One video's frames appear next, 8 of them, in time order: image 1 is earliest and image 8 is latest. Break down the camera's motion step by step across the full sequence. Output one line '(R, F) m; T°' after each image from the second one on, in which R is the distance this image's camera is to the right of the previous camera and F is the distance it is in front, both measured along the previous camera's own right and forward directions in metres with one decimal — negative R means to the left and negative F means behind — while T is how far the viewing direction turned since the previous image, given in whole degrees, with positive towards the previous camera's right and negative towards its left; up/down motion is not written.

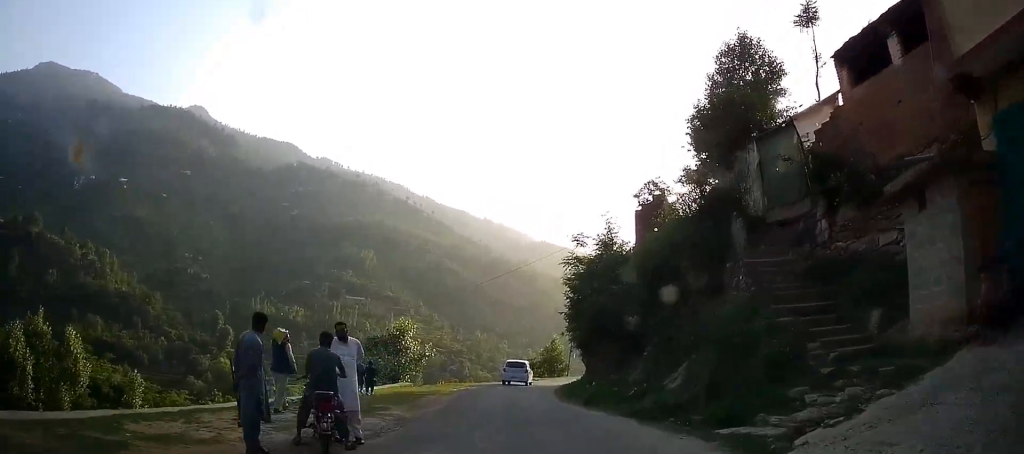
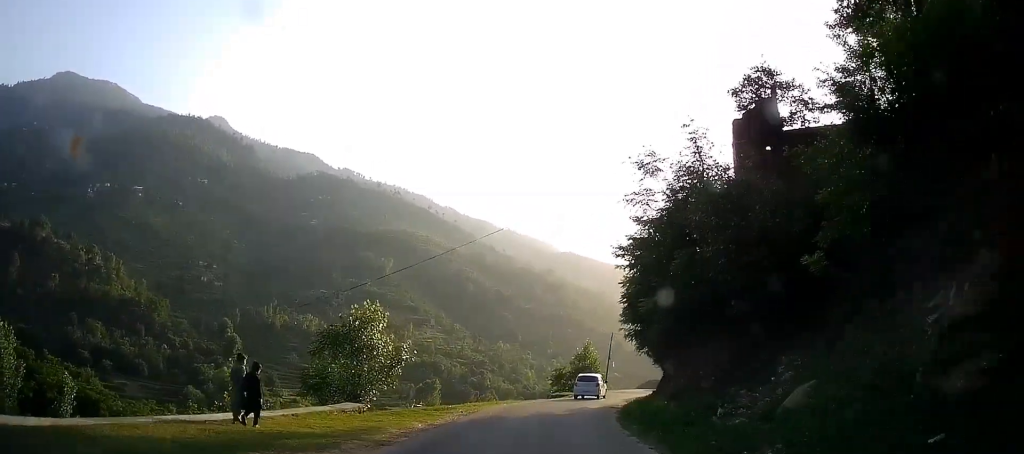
(-0.1, +17.1) m; -3°
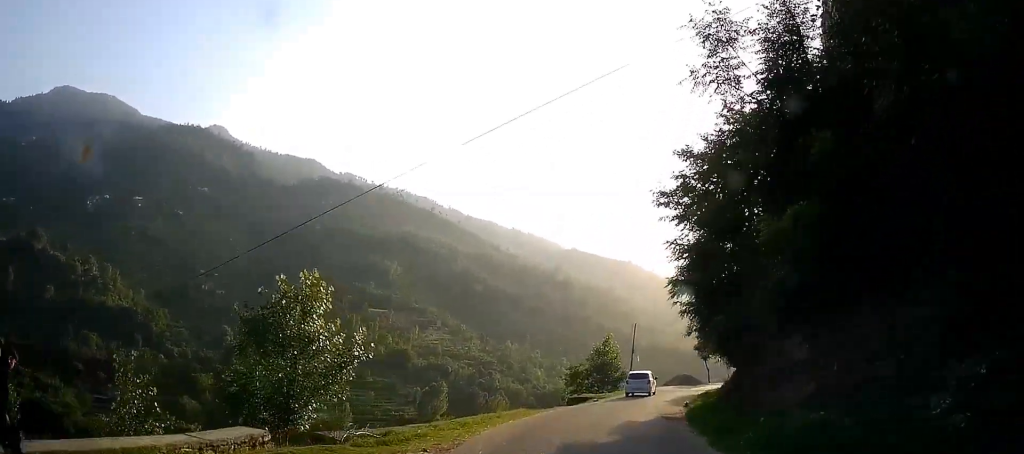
(-0.2, +9.4) m; -1°
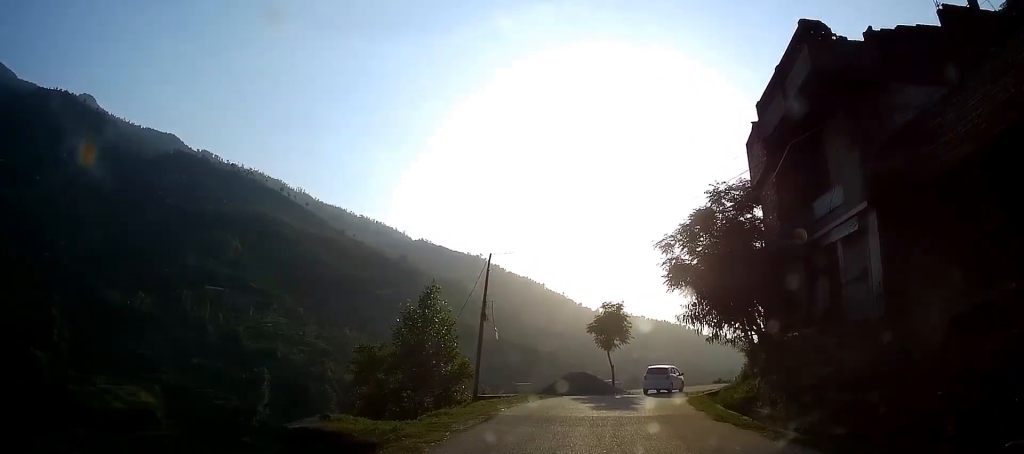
(+1.4, +27.9) m; +8°
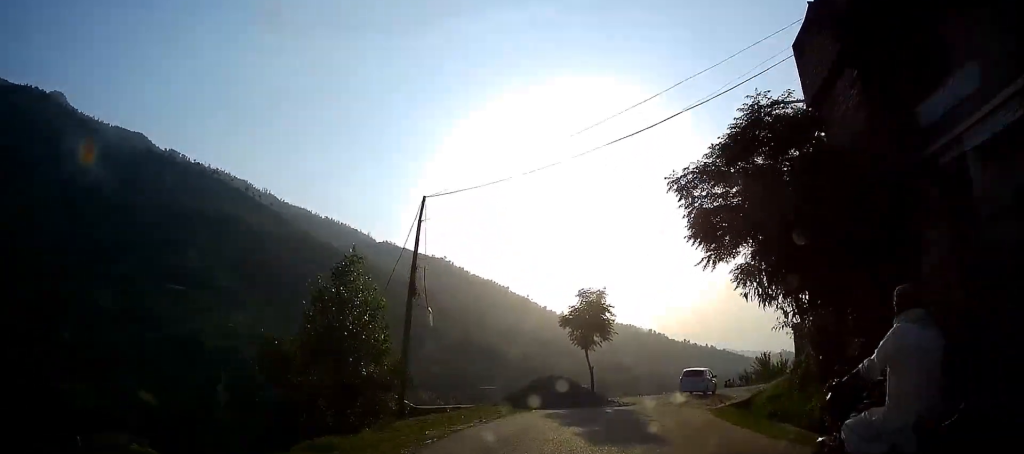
(+0.2, +7.3) m; +4°
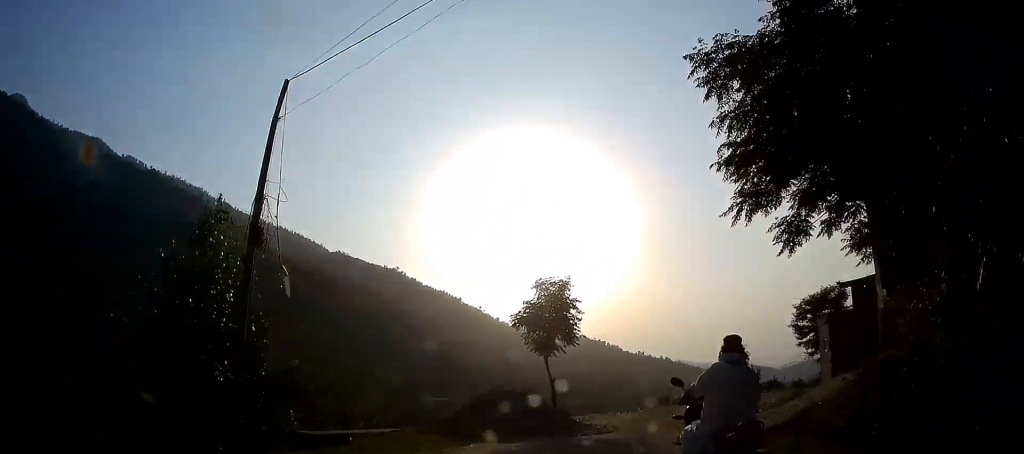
(+0.2, +6.3) m; +5°
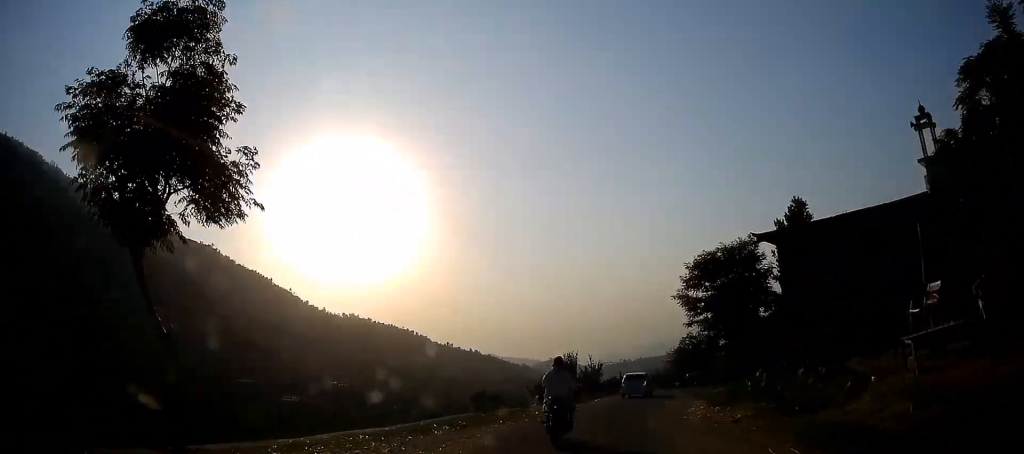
(+1.8, +16.6) m; +12°
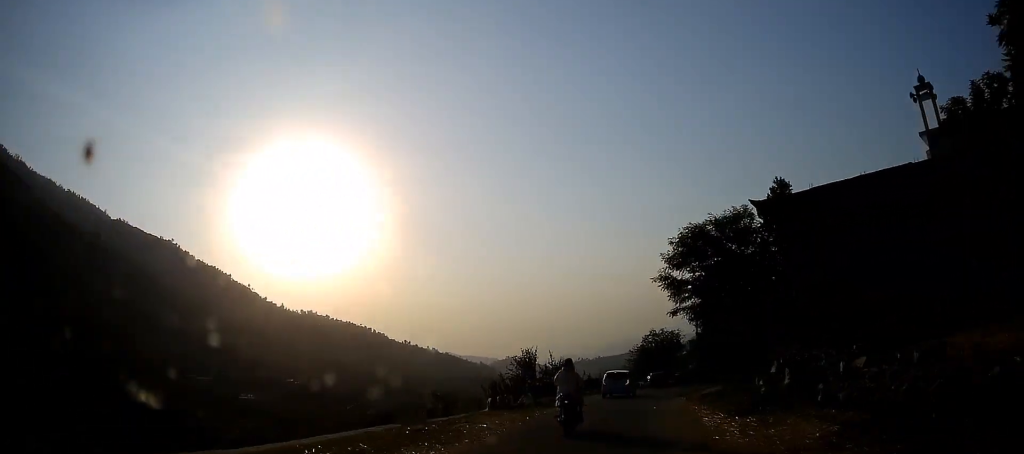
(0.0, +5.5) m; +5°
